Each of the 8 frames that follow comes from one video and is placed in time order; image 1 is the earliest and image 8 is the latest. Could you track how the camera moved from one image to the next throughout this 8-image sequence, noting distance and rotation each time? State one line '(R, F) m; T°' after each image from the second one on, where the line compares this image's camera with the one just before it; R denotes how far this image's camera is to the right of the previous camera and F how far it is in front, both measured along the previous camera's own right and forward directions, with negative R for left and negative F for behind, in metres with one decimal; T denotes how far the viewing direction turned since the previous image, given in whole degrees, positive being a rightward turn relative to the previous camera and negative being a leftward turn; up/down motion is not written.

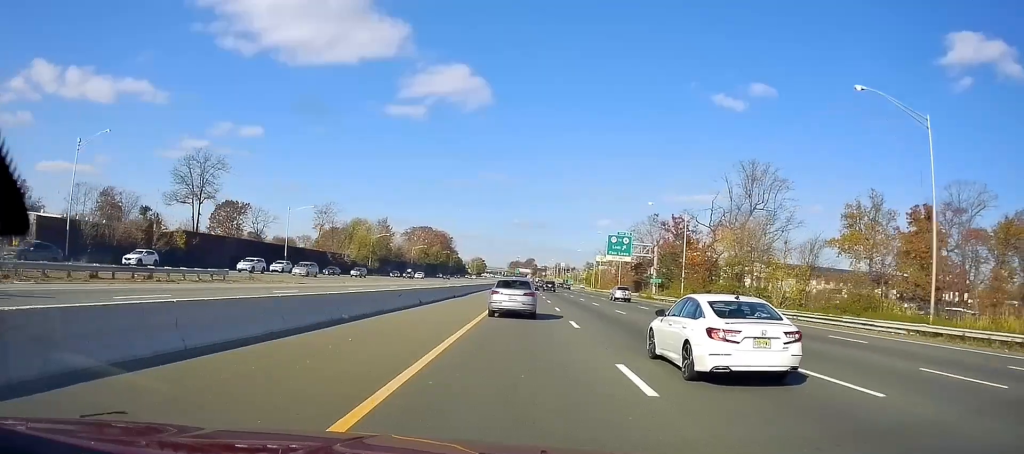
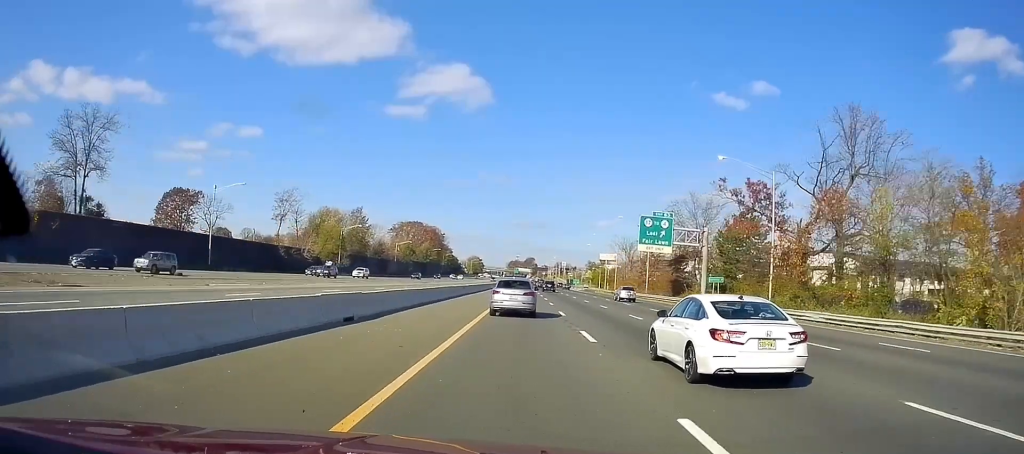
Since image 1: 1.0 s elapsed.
(-0.3, +29.1) m; -1°
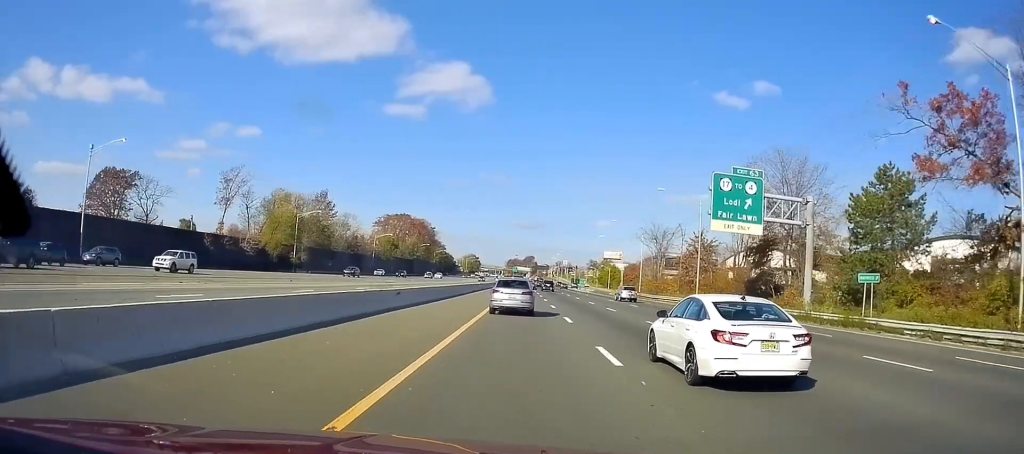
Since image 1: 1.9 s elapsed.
(-0.4, +29.0) m; 0°
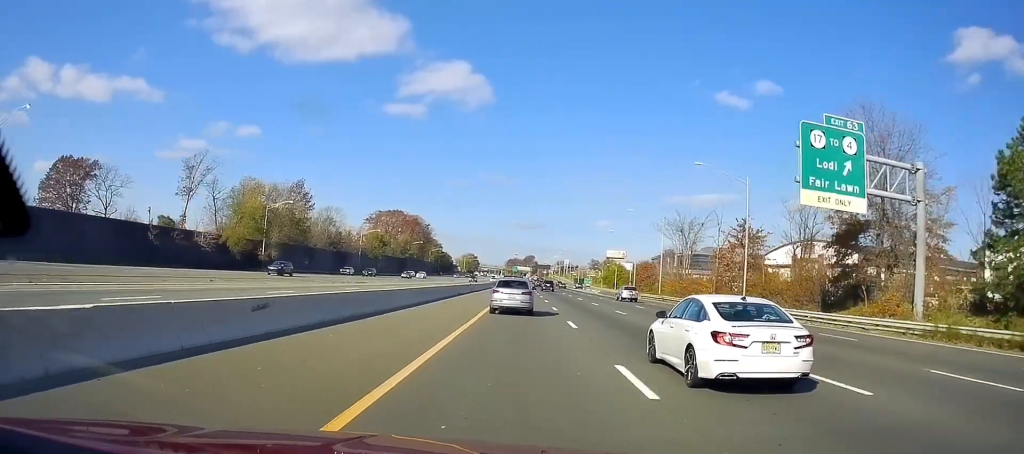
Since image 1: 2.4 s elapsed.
(+0.2, +15.0) m; 0°
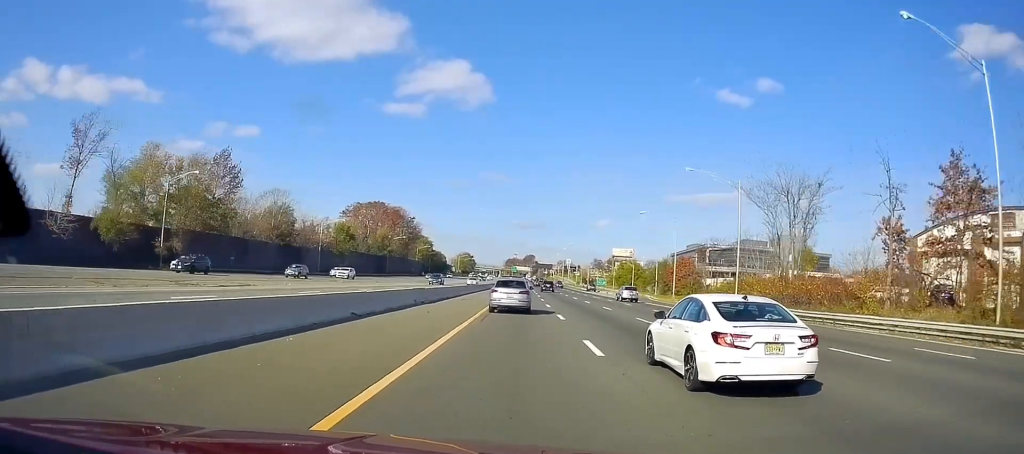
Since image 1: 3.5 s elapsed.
(+0.2, +32.1) m; +1°
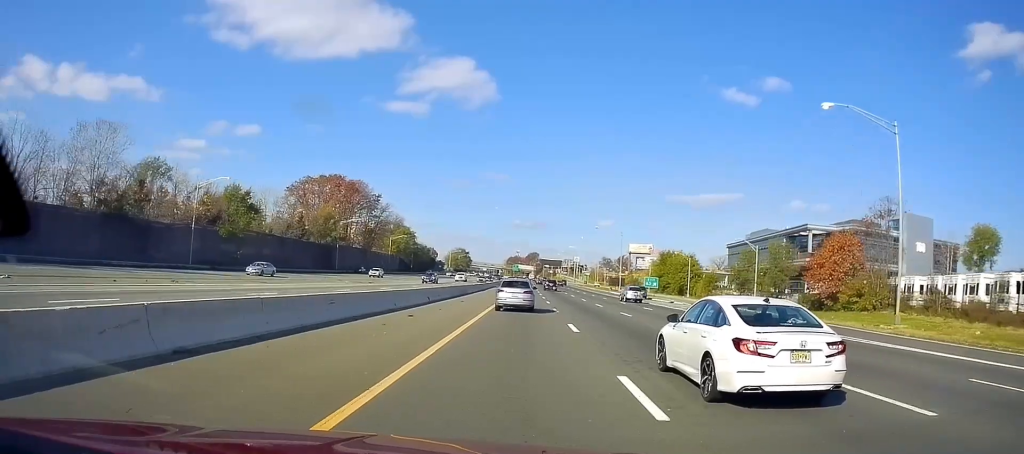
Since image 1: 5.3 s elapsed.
(+0.3, +54.2) m; 0°
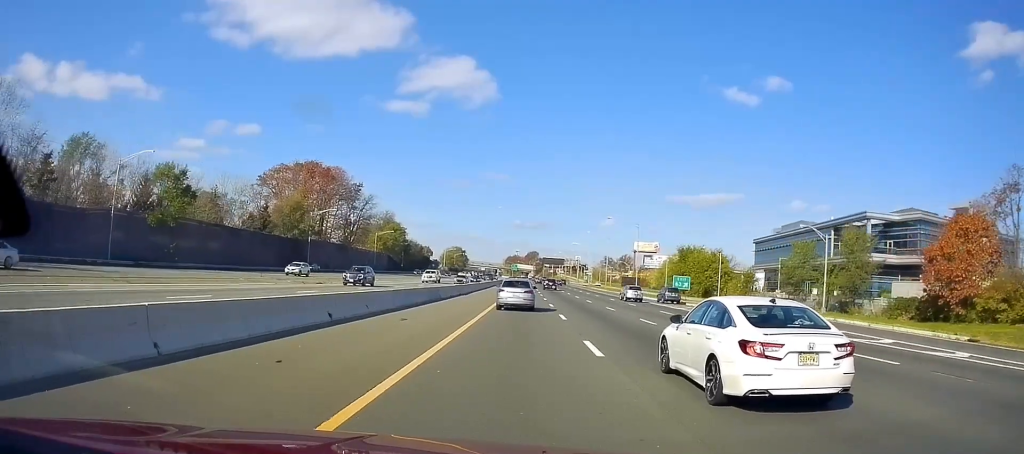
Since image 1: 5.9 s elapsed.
(-0.1, +18.2) m; 0°
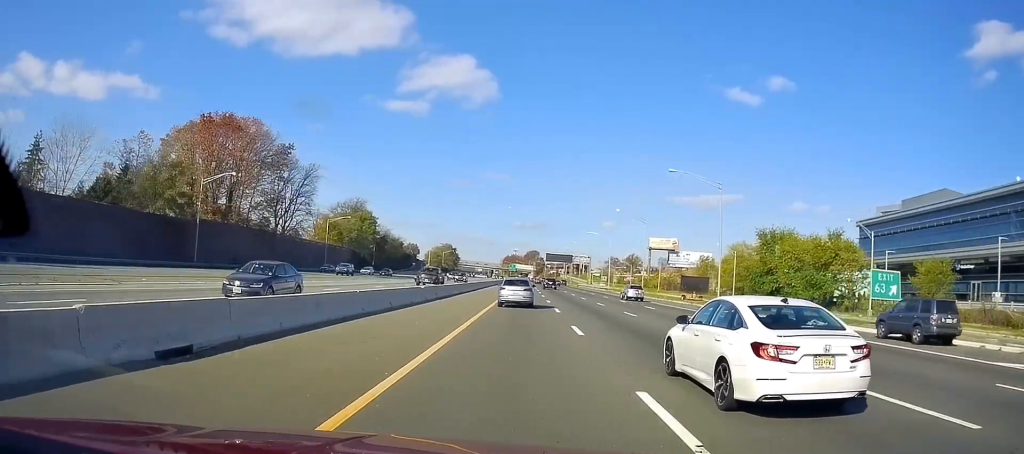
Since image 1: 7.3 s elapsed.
(-0.2, +43.9) m; 0°
